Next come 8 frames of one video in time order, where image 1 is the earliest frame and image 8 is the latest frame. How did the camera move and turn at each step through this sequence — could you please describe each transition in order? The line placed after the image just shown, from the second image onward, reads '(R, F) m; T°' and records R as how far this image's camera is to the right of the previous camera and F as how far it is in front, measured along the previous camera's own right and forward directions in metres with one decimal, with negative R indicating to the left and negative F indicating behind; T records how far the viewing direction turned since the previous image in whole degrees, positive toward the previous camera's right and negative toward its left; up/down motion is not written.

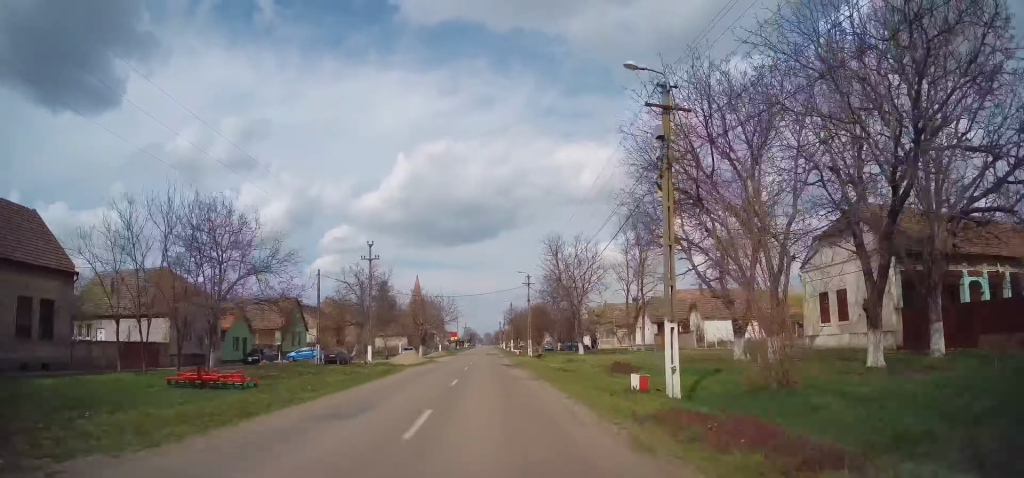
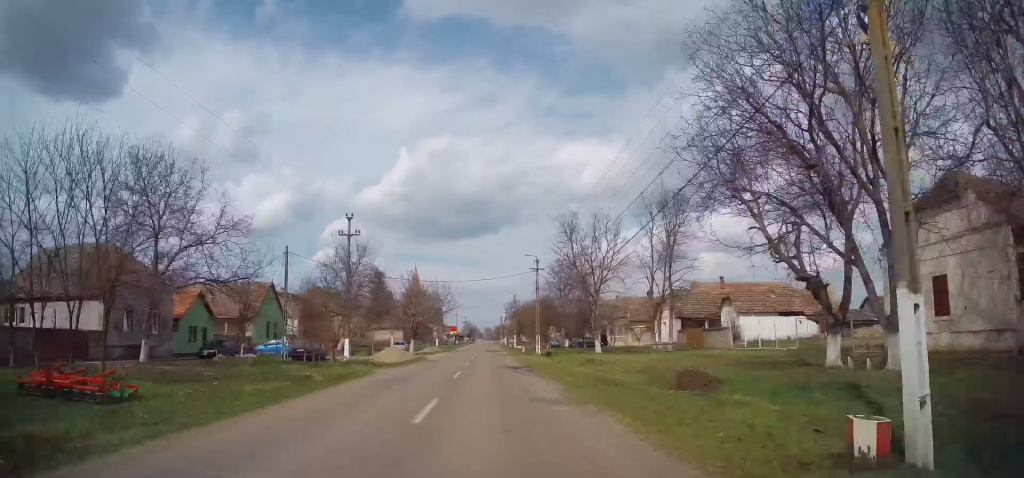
(-0.2, +8.0) m; 0°
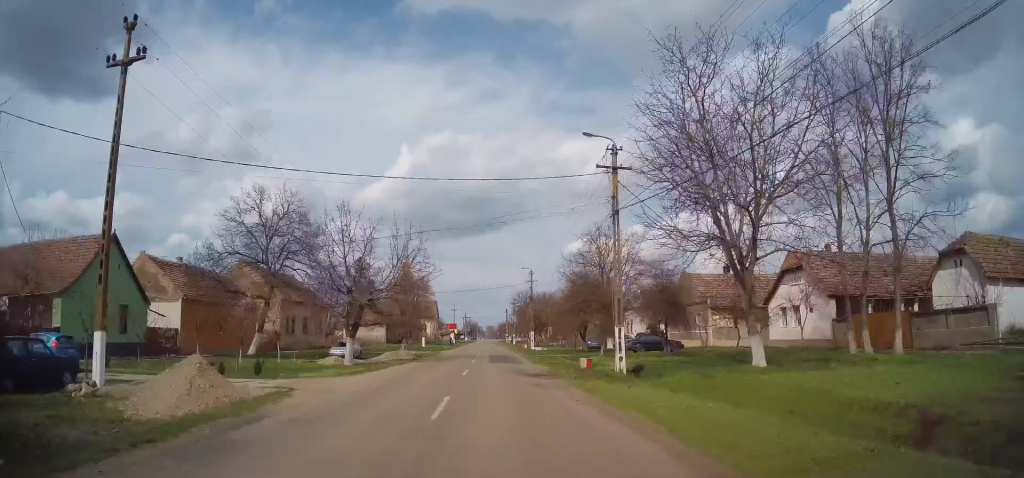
(+0.2, +26.8) m; 0°
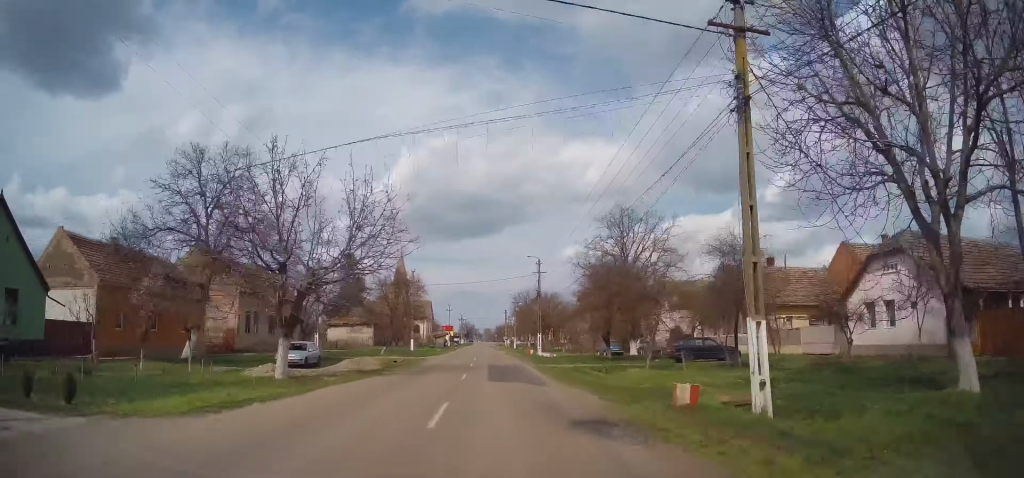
(-0.2, +9.7) m; 0°
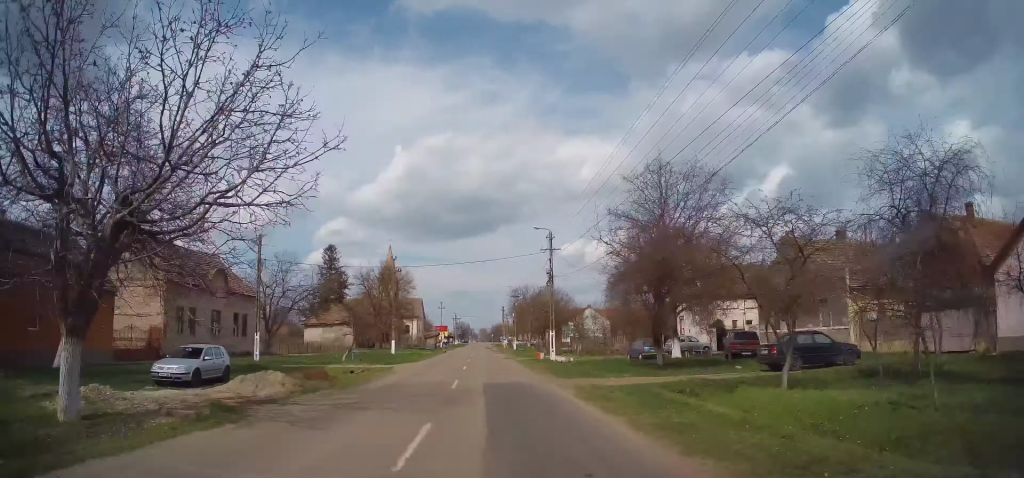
(+0.2, +11.5) m; +1°
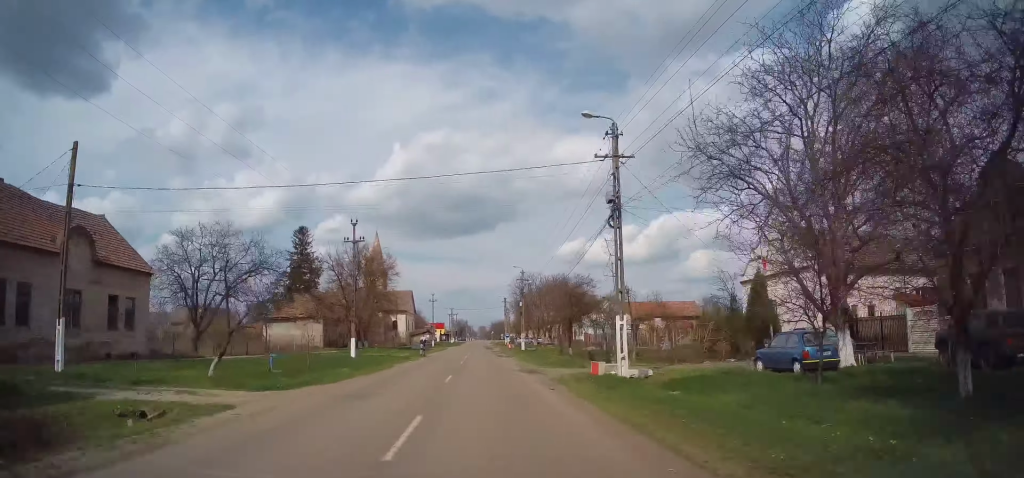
(+0.2, +17.8) m; +1°
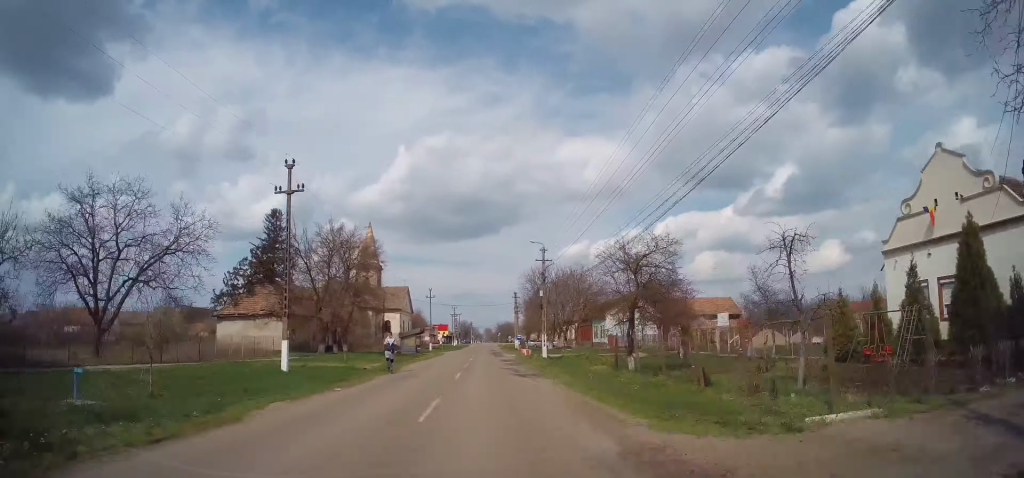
(0.0, +15.5) m; -1°
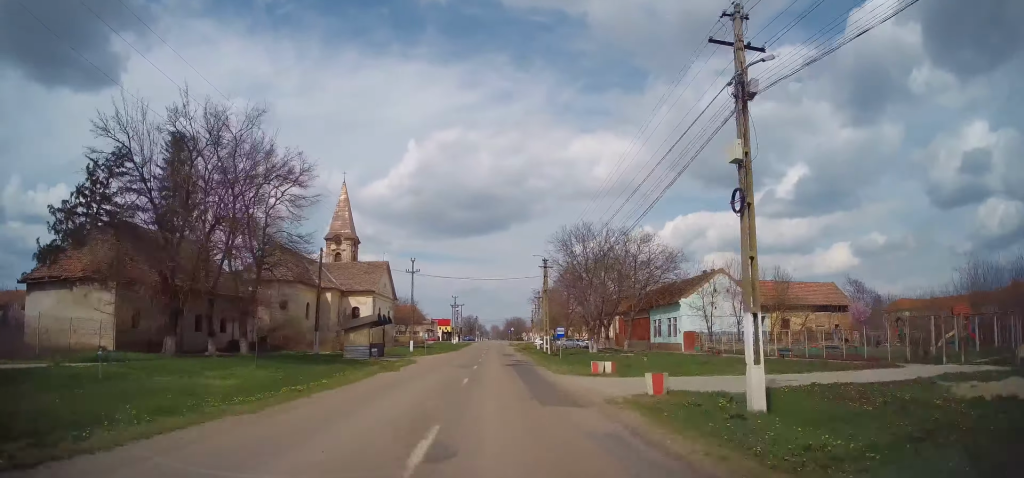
(-0.4, +31.0) m; -1°
